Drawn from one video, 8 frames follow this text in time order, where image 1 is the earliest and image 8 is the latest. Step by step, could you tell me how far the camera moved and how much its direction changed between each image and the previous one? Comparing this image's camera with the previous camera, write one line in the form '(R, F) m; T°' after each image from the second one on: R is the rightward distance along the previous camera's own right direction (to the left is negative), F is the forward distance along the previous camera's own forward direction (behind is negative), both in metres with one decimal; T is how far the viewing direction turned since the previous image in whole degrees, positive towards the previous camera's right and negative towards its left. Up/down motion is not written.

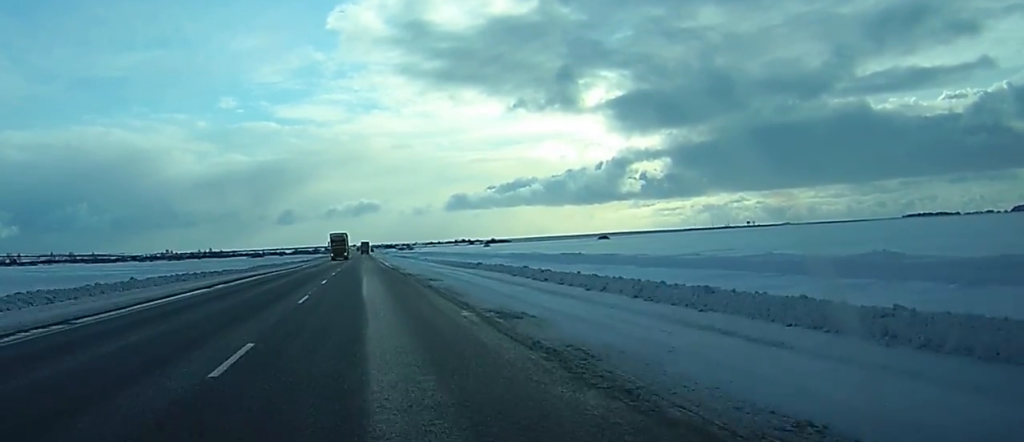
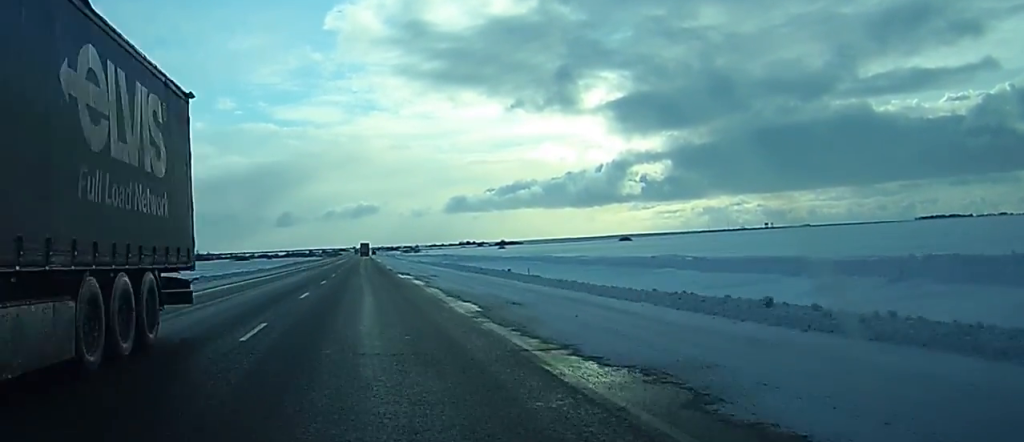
(+0.1, +80.8) m; 0°
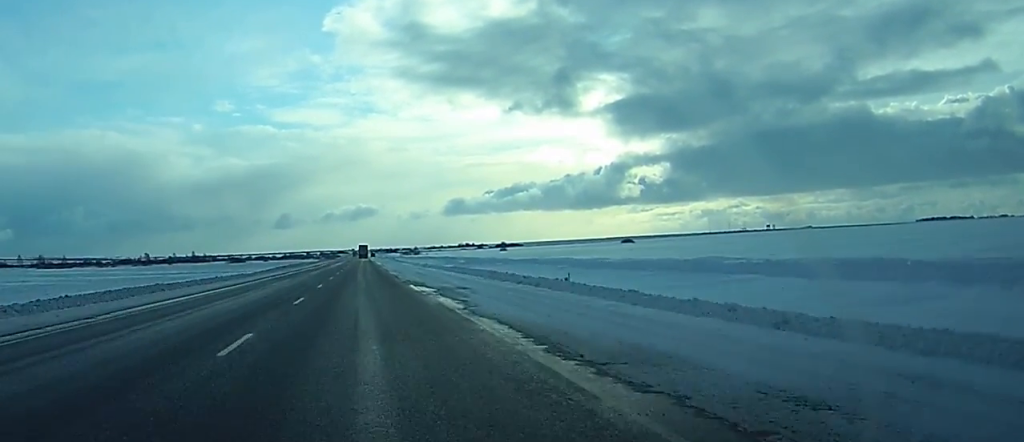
(0.0, +13.7) m; 0°
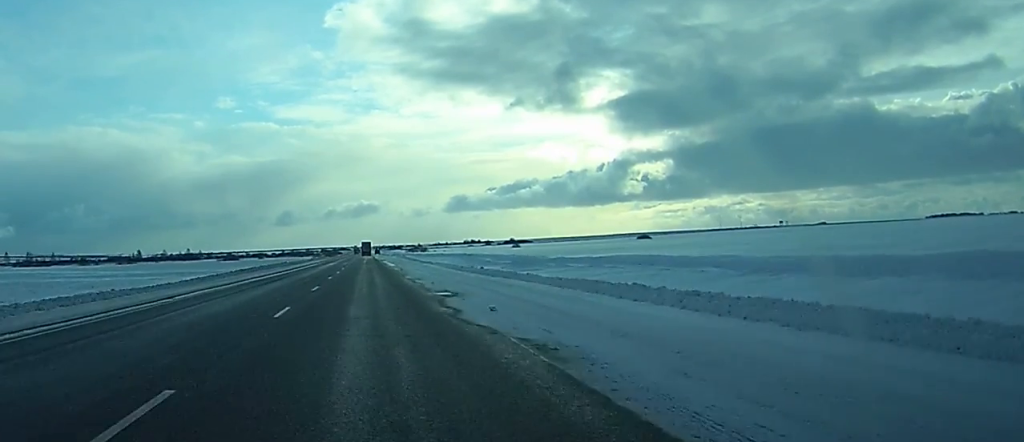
(+0.5, +42.3) m; +1°
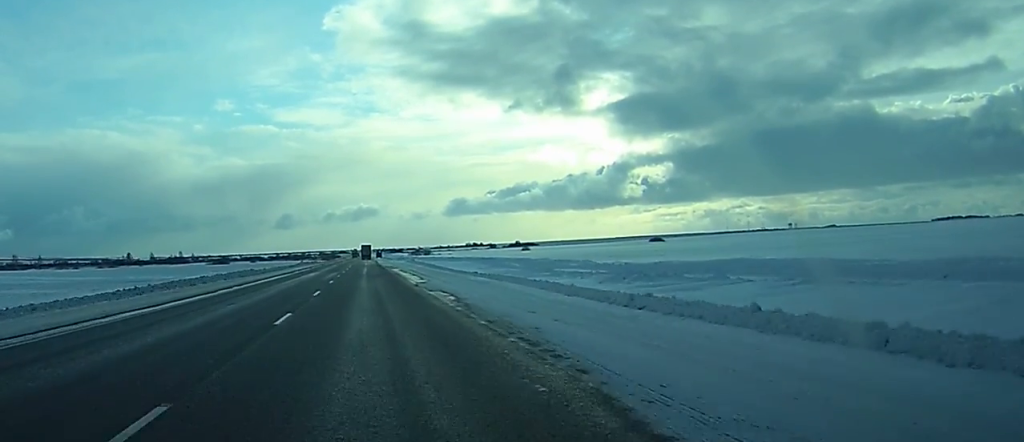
(-0.1, +37.3) m; -1°
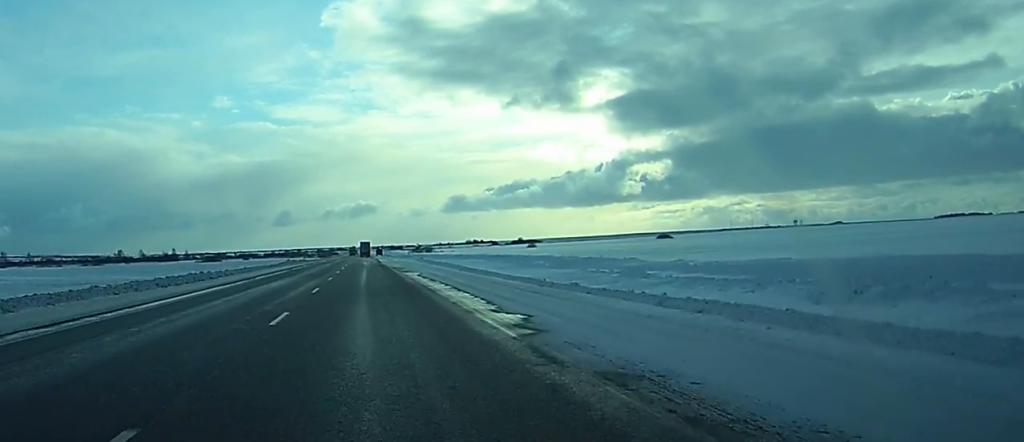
(-0.2, +25.6) m; -1°
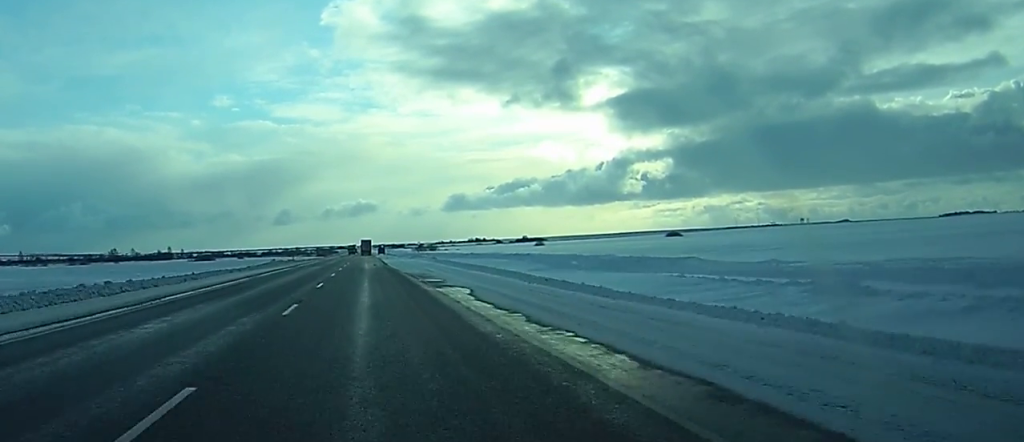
(-0.1, +22.4) m; 0°
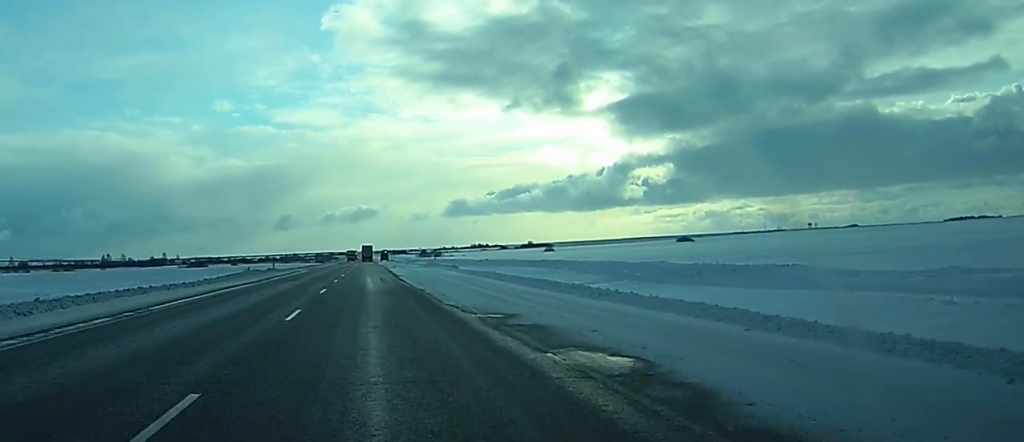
(0.0, +24.5) m; 0°
